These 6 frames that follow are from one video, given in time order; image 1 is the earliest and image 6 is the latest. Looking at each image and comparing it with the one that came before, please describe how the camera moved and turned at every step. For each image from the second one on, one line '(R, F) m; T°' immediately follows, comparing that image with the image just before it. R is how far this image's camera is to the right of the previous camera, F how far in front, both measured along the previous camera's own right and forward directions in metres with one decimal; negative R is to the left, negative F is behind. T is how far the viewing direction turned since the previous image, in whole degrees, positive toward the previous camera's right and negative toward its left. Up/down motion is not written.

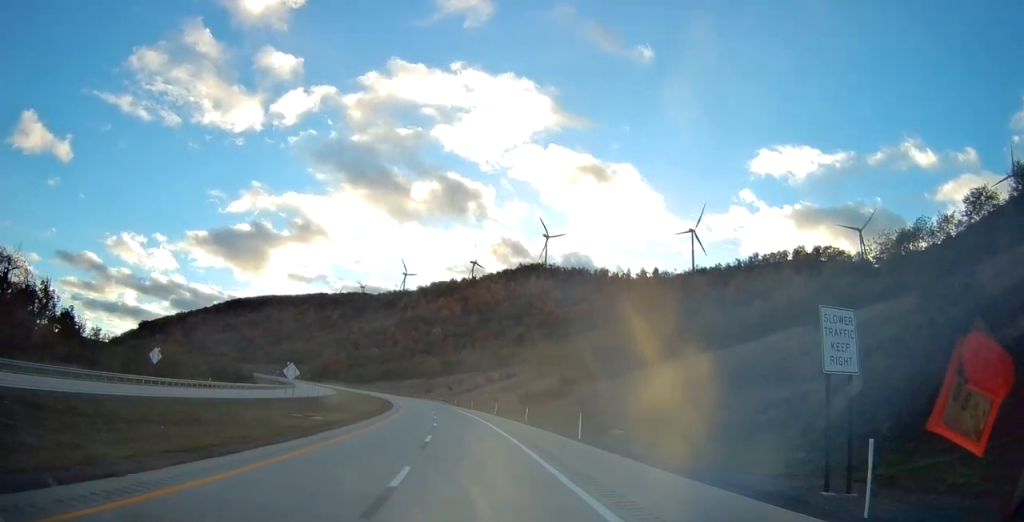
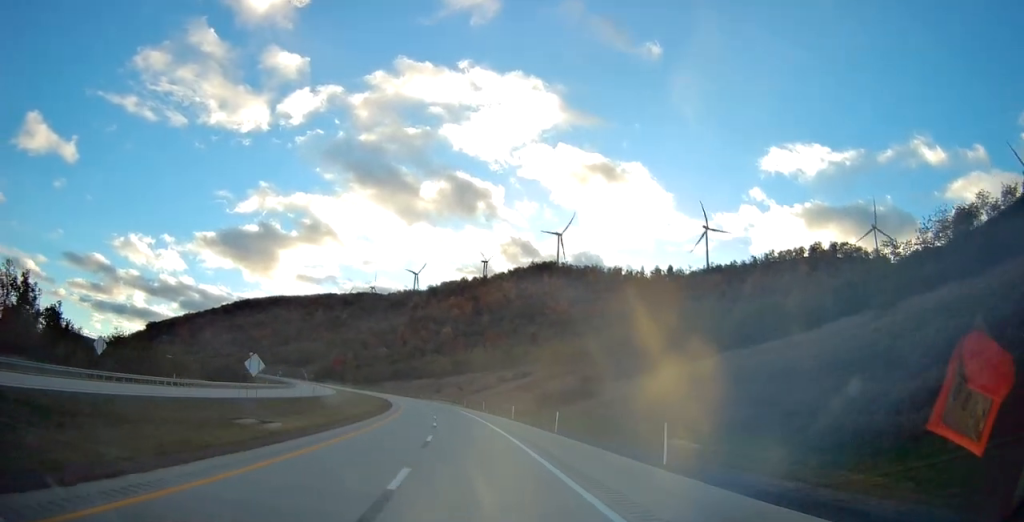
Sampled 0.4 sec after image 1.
(-0.1, +12.4) m; -1°
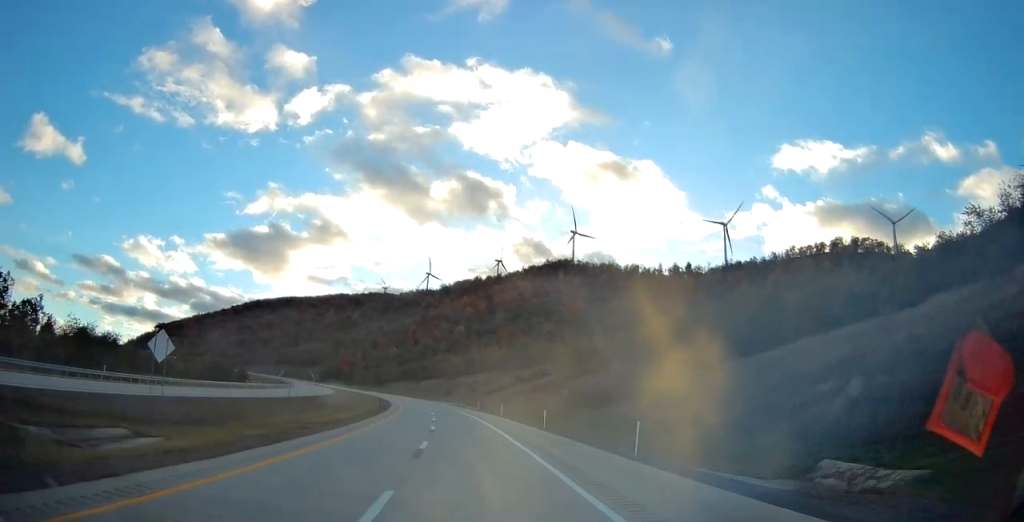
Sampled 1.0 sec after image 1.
(-0.2, +16.2) m; -2°
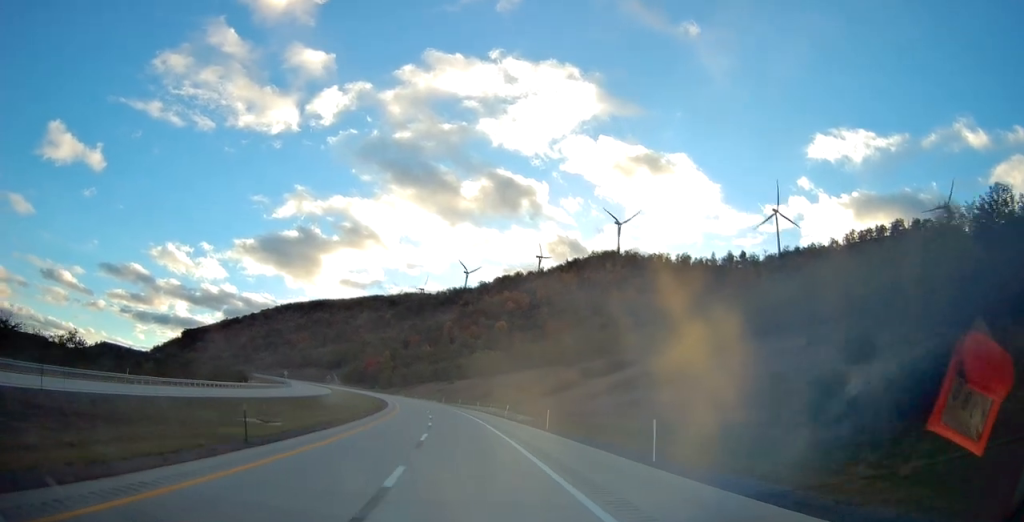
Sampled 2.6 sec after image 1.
(-1.6, +44.7) m; -4°
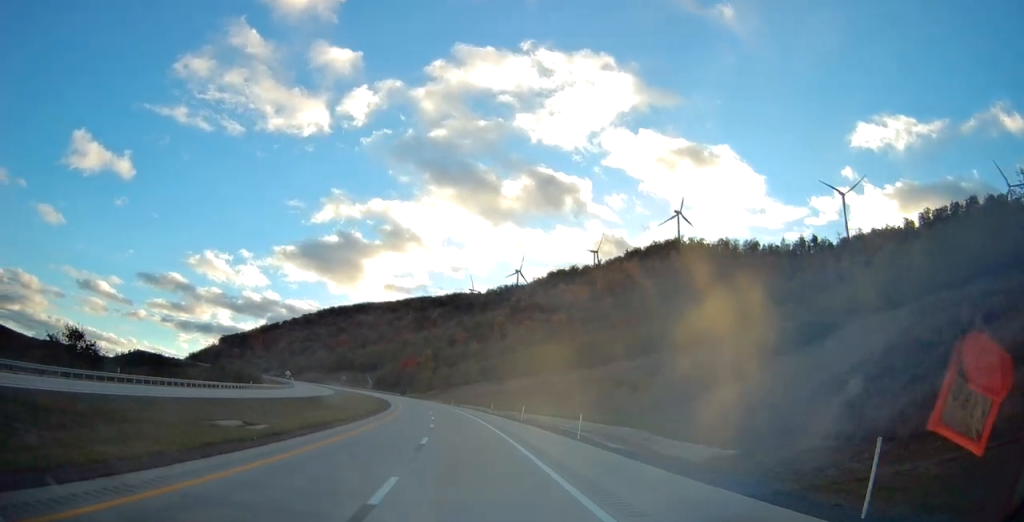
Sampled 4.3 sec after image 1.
(-2.2, +50.4) m; -5°
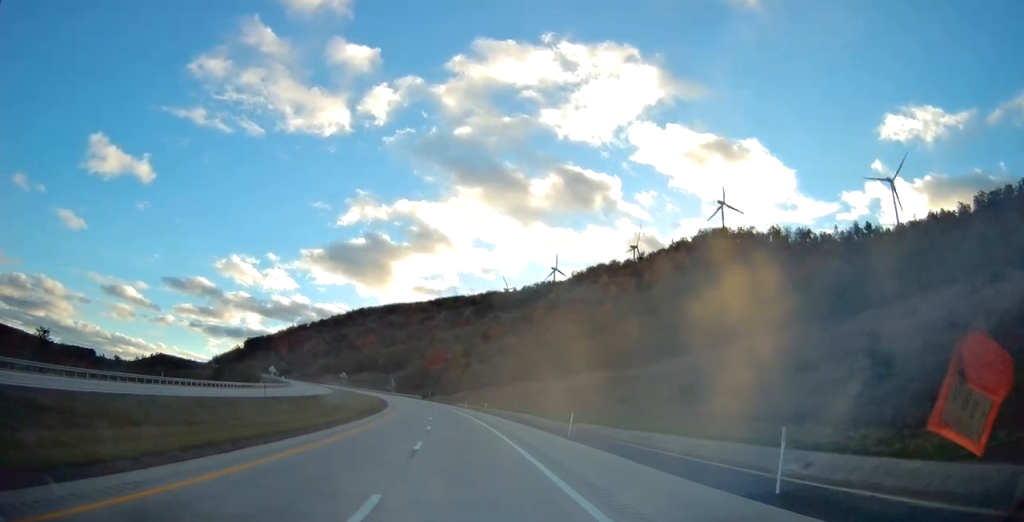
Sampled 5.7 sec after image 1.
(-1.1, +39.0) m; -4°
